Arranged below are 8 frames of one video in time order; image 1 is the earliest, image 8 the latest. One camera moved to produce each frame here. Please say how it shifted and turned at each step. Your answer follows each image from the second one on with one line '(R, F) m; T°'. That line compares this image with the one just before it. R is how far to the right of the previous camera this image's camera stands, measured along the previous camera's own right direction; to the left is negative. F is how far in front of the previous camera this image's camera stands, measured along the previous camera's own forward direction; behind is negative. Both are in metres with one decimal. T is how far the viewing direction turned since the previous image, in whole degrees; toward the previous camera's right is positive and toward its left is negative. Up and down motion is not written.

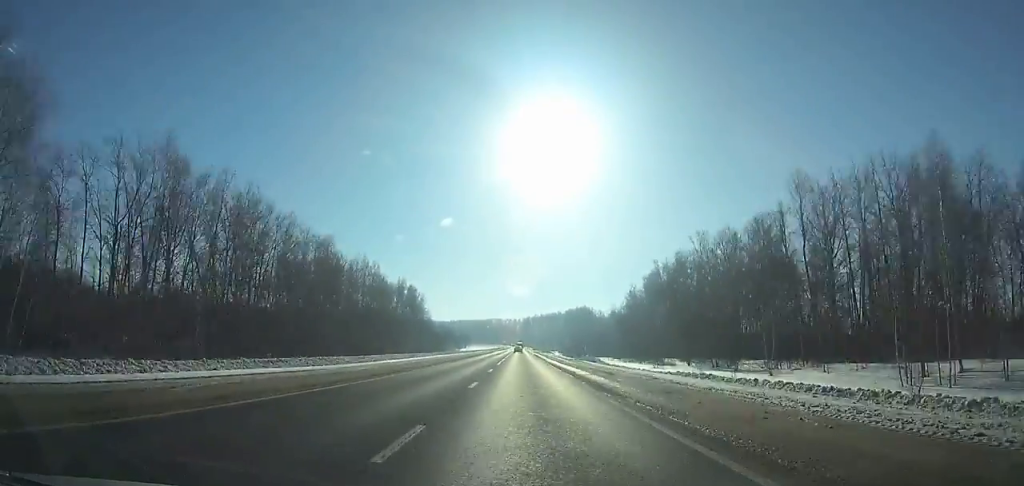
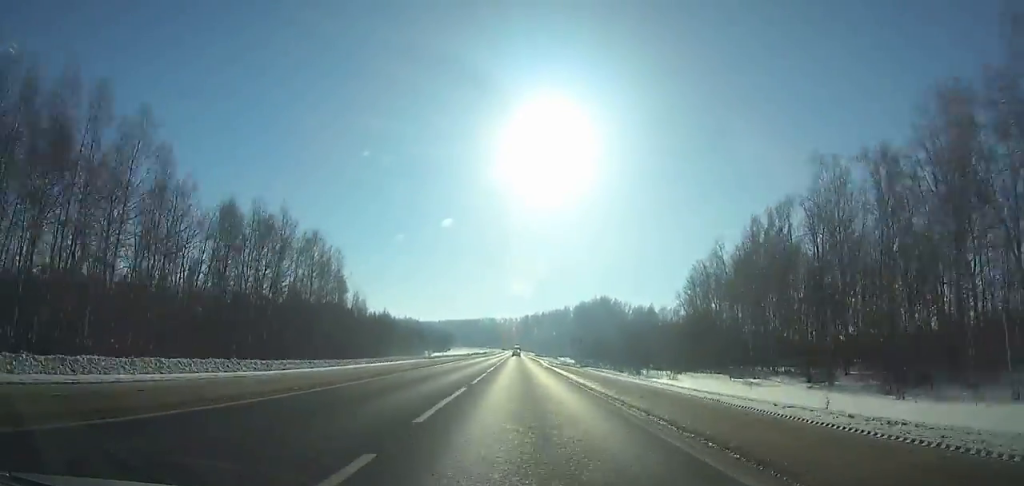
(+0.1, +92.1) m; 0°
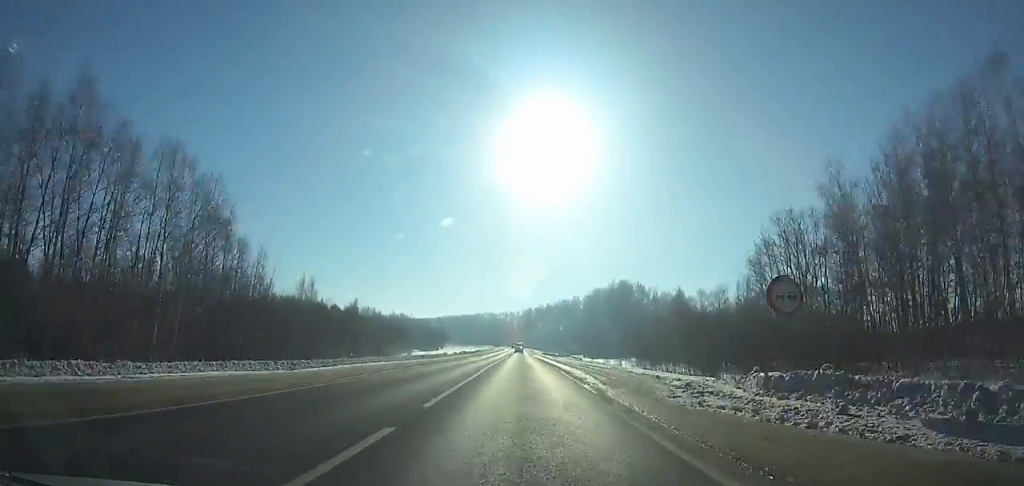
(0.0, +45.9) m; 0°
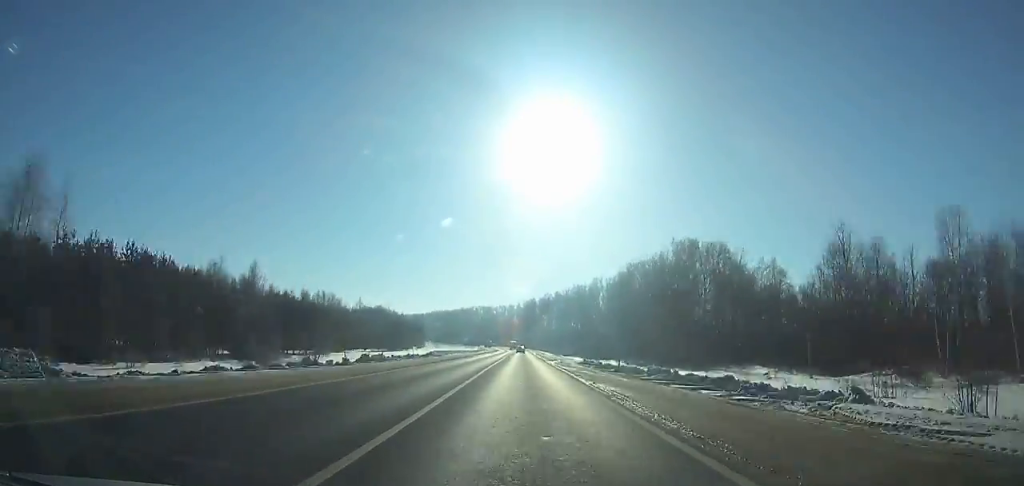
(+0.1, +80.2) m; 0°
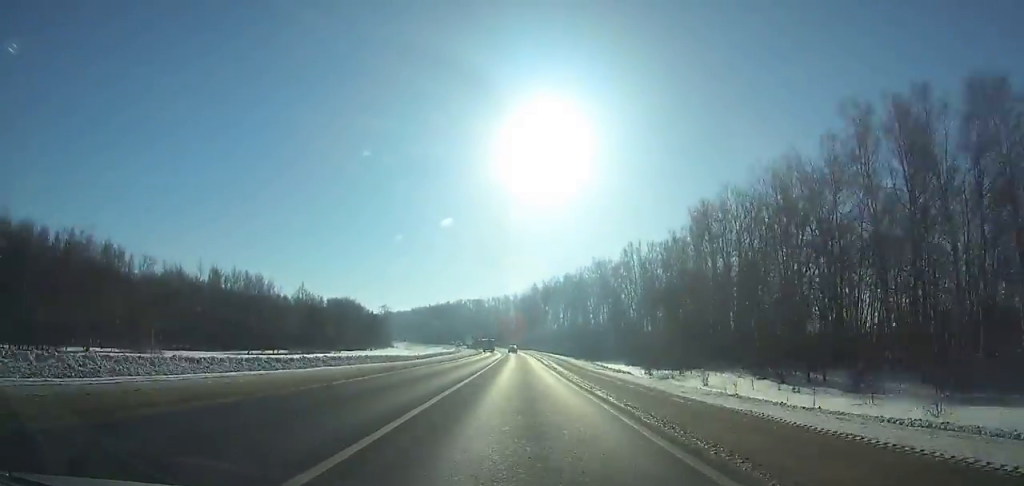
(+0.3, +75.6) m; 0°
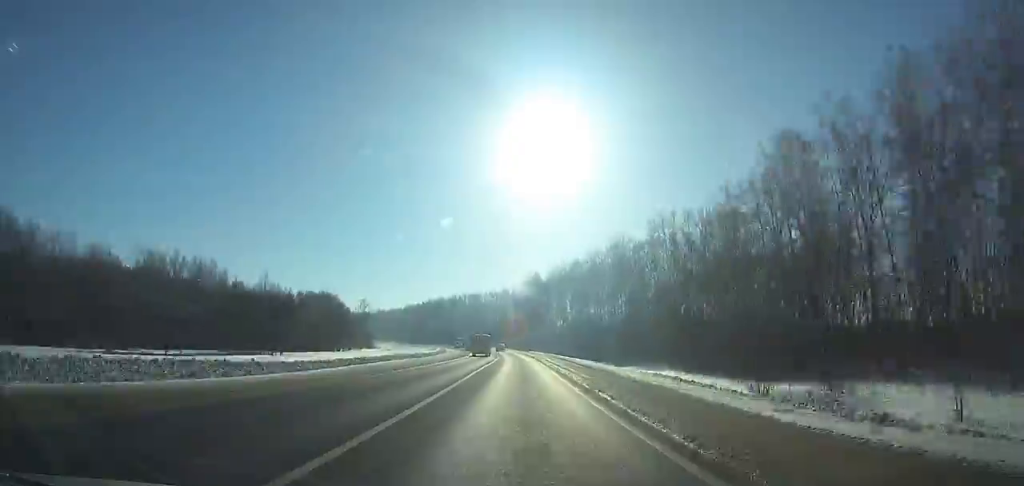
(+0.2, +32.9) m; -1°
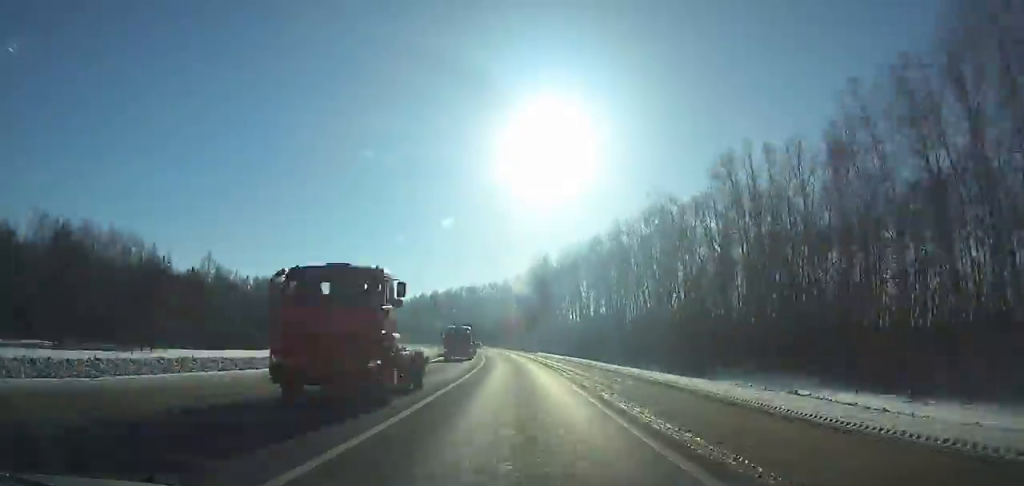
(+0.3, +37.3) m; -2°
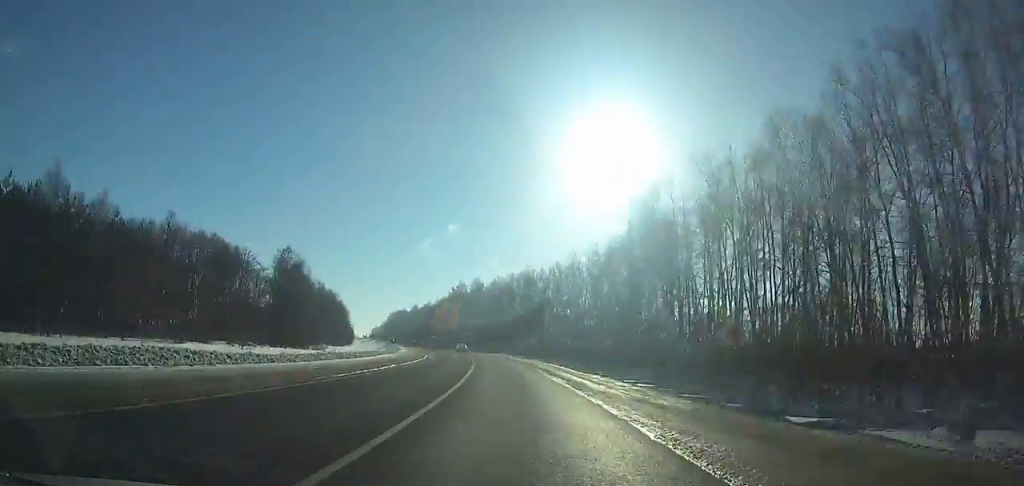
(-3.0, +69.0) m; -6°
